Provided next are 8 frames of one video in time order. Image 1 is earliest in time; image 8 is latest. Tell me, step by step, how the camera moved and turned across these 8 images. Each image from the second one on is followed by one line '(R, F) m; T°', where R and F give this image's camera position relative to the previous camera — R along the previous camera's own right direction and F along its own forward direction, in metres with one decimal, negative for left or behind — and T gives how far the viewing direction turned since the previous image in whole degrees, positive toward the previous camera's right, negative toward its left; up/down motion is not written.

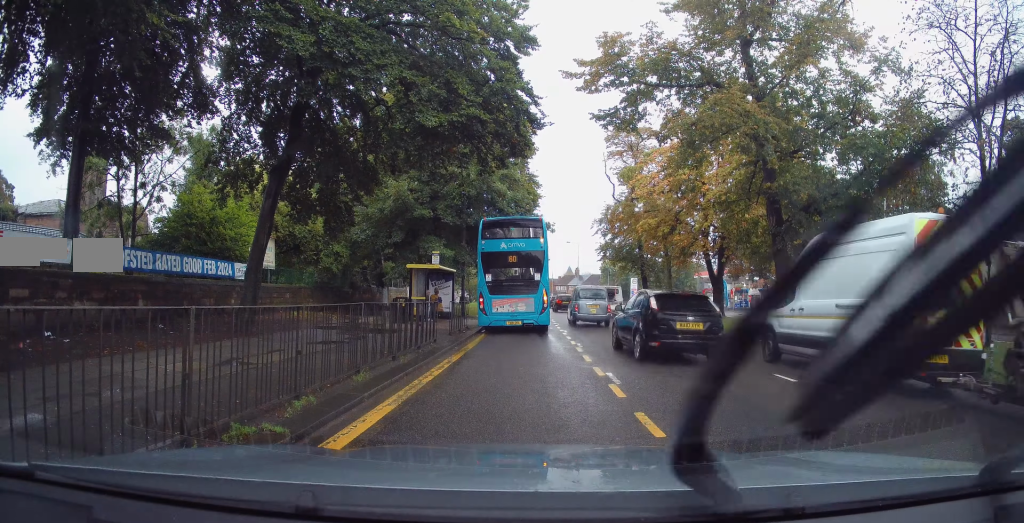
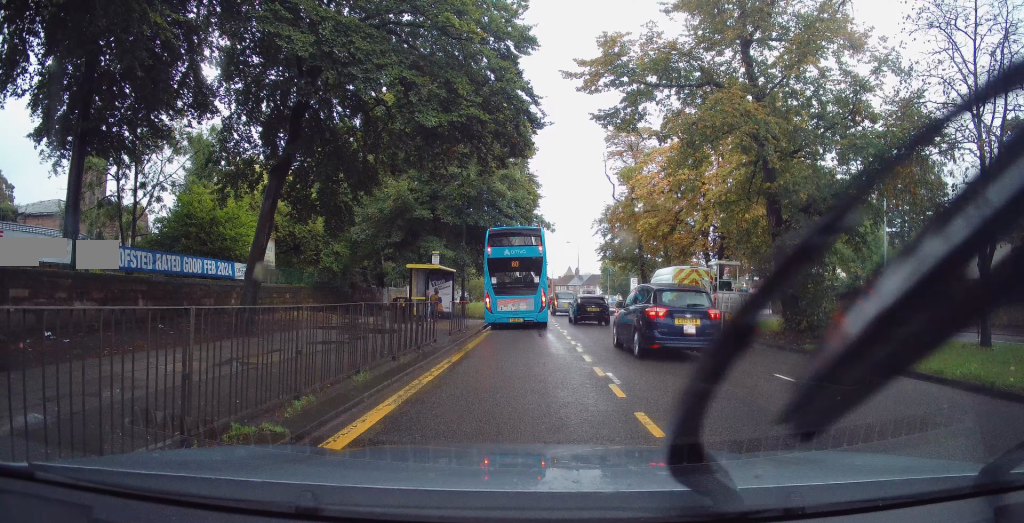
(0.0, 0.0) m; 0°
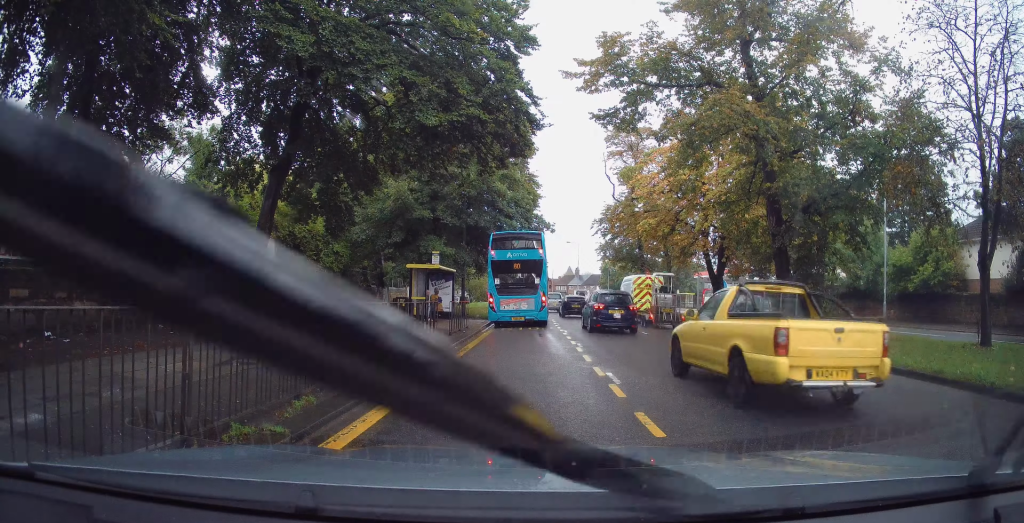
(0.0, 0.0) m; 0°
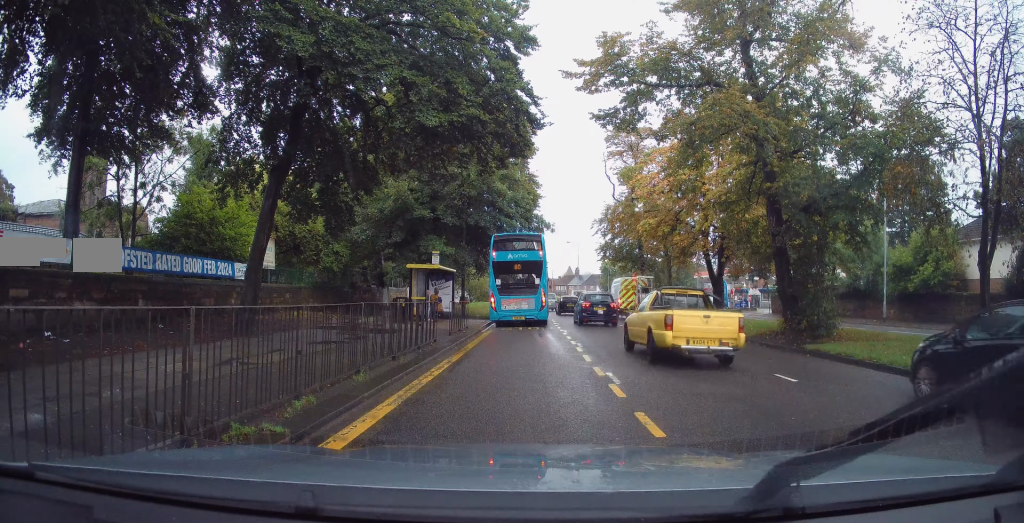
(0.0, 0.0) m; 0°
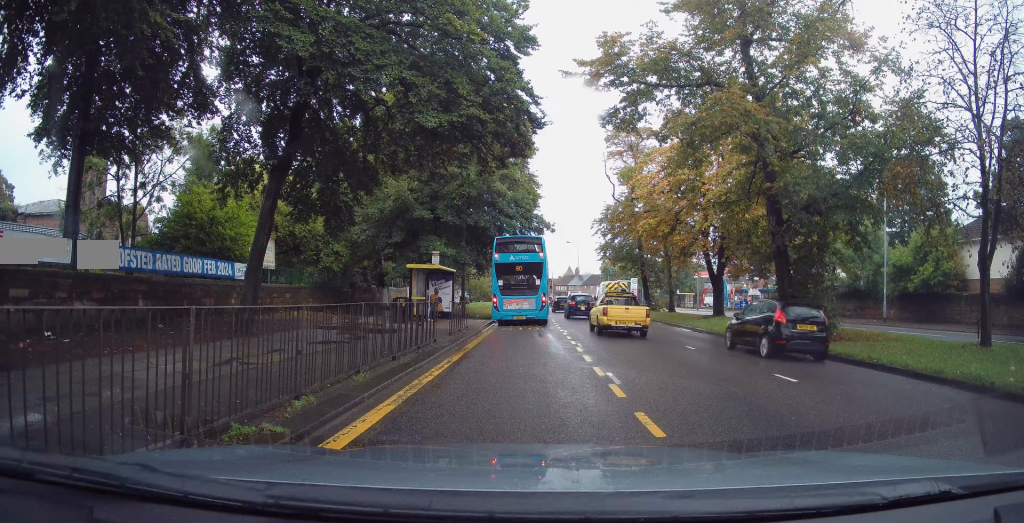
(0.0, 0.0) m; 0°
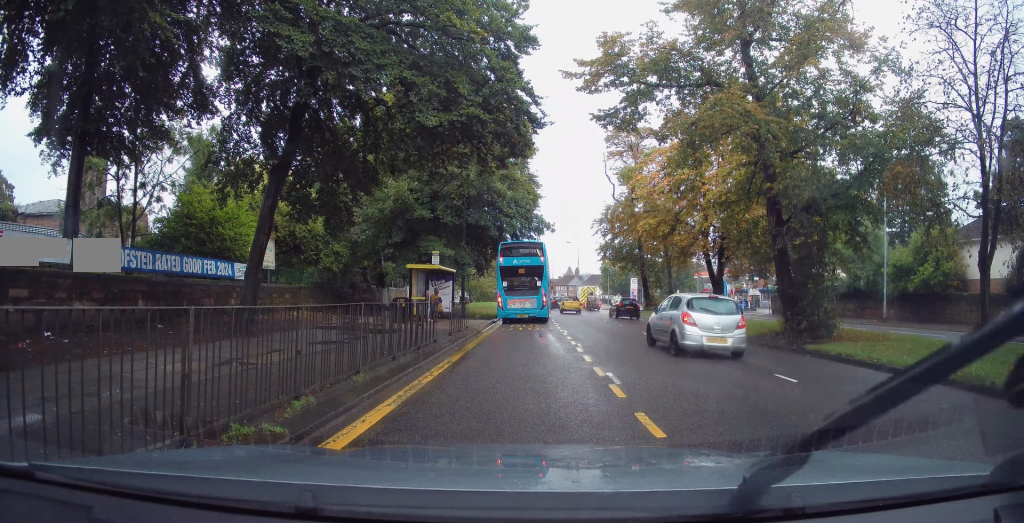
(0.0, 0.0) m; 0°
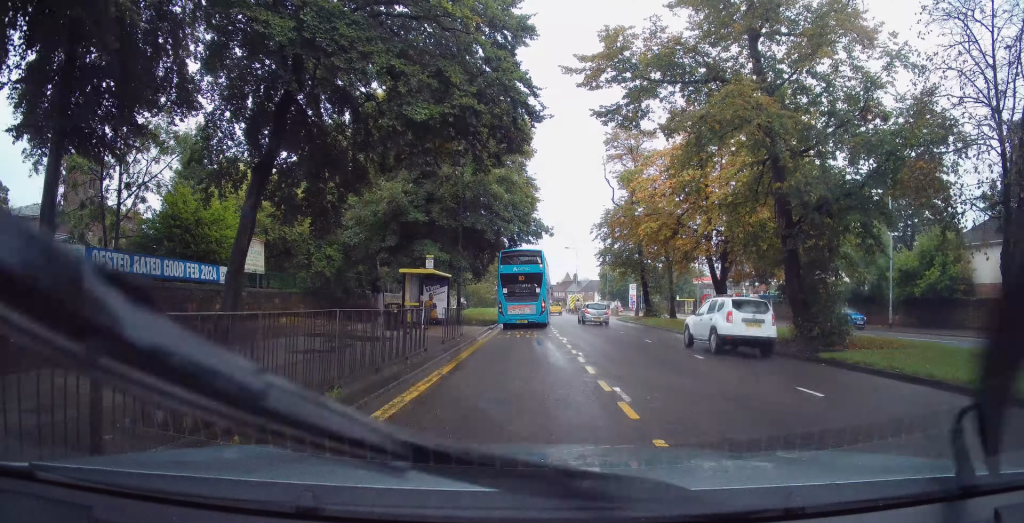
(0.0, +0.6) m; -6°
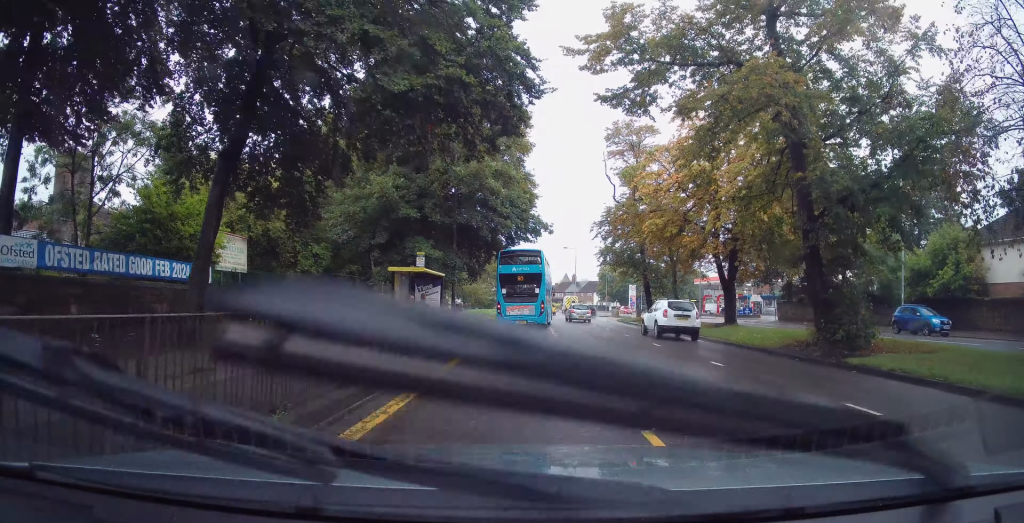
(0.0, +1.1) m; 0°
